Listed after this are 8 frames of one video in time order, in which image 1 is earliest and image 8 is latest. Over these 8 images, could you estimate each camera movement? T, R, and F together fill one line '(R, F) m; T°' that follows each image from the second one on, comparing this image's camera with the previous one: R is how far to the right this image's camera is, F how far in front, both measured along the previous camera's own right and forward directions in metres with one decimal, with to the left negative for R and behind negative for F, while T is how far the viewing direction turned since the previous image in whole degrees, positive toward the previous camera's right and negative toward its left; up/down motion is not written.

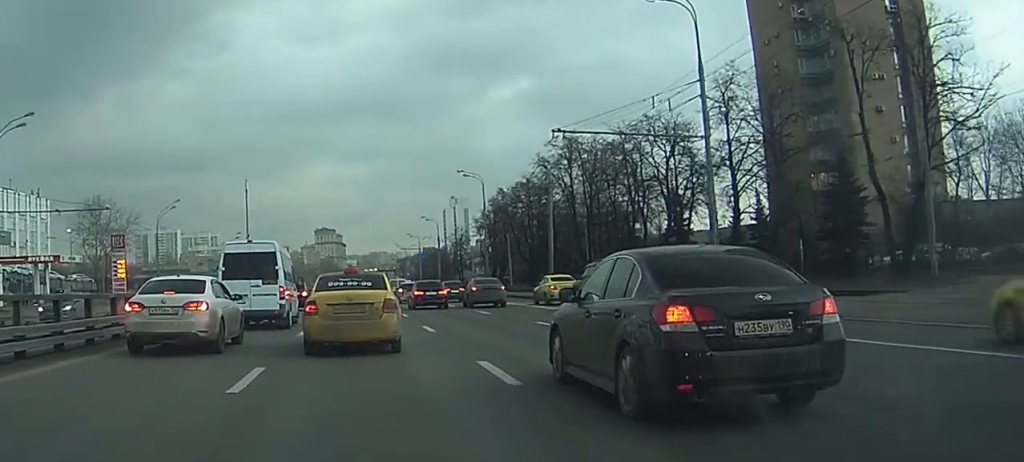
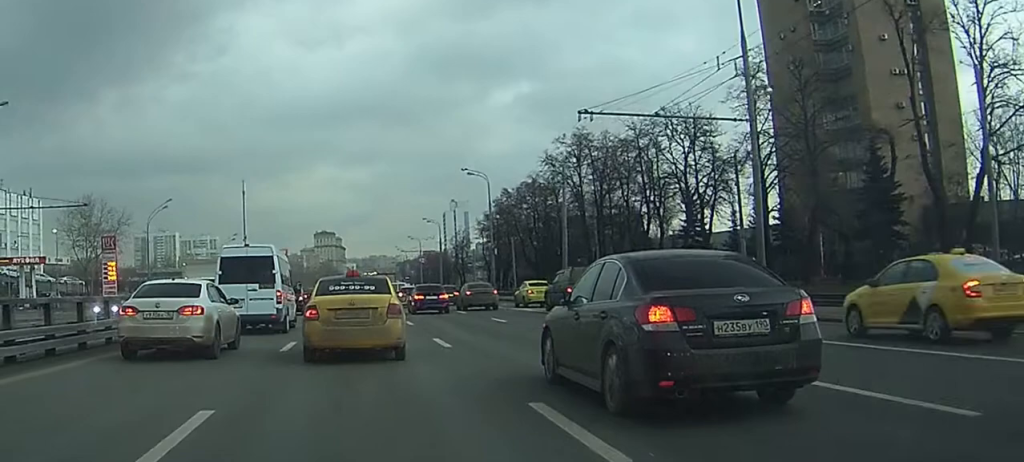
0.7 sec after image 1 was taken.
(-0.1, +4.2) m; -1°
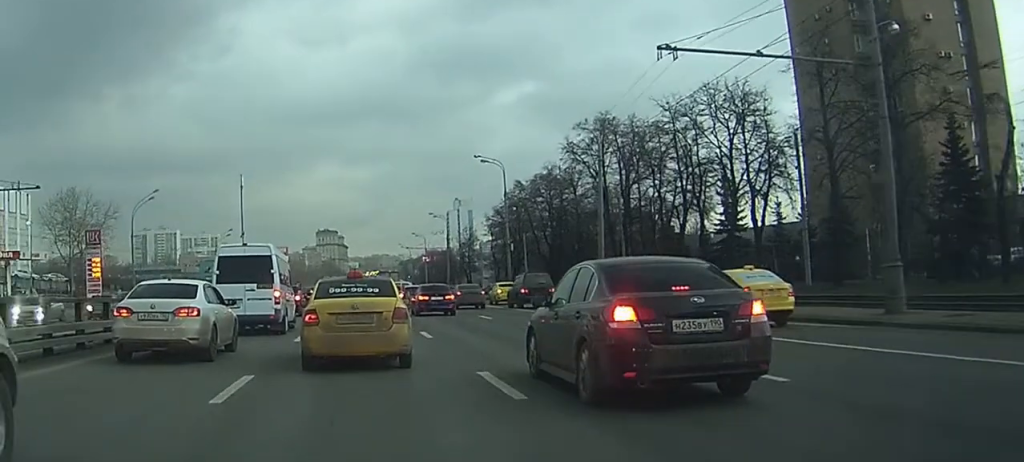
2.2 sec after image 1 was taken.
(0.0, +7.9) m; +1°
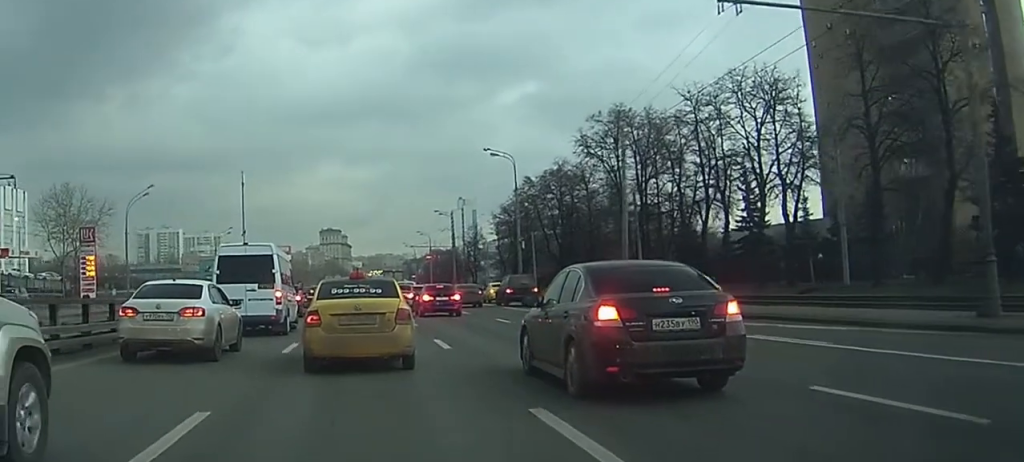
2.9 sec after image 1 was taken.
(0.0, +3.8) m; -1°
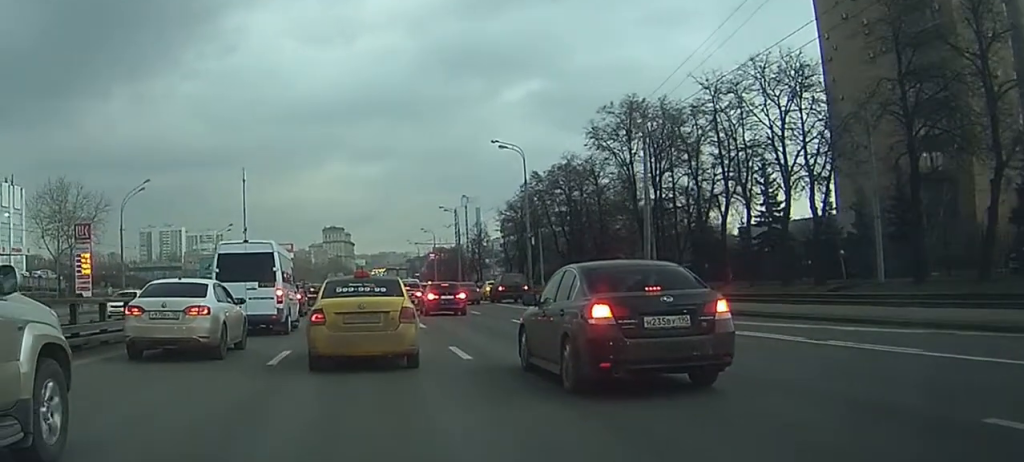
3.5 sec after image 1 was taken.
(0.0, +3.0) m; -1°
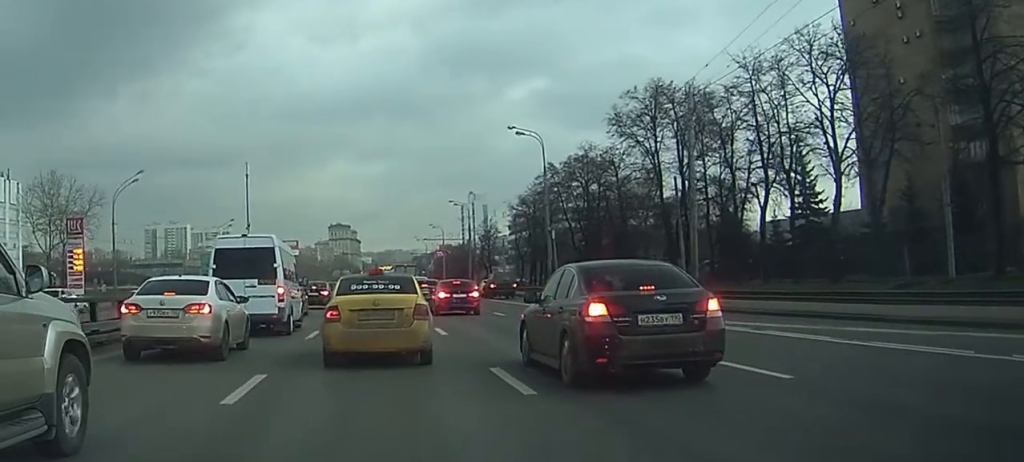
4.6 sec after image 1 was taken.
(0.0, +5.0) m; 0°
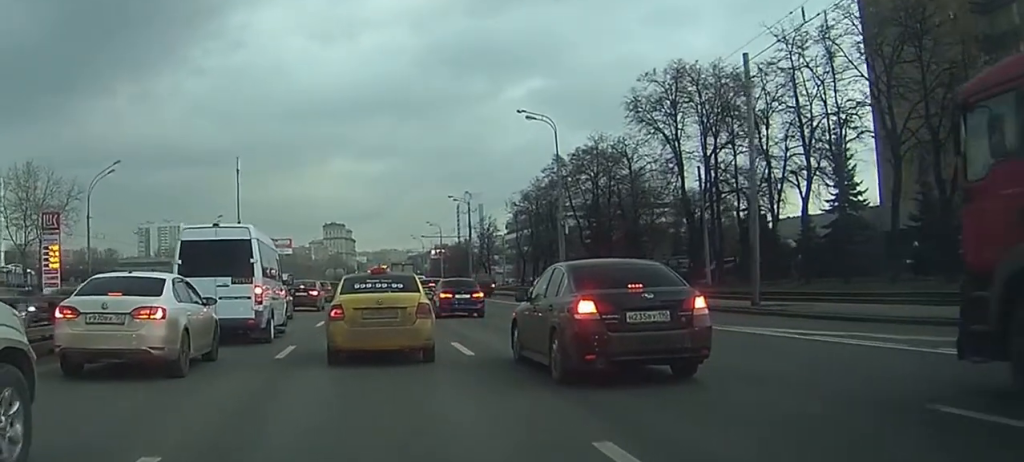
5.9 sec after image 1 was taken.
(-0.1, +5.9) m; 0°
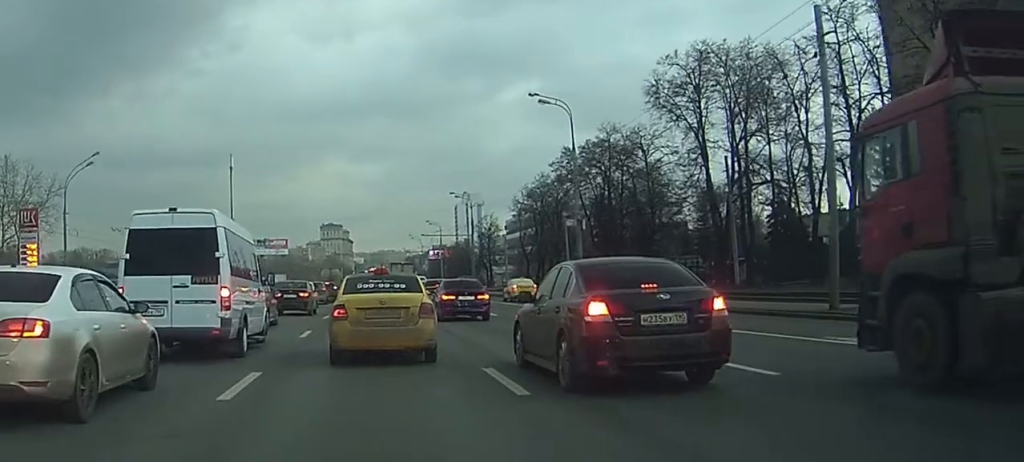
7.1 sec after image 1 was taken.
(+0.1, +5.2) m; +2°
